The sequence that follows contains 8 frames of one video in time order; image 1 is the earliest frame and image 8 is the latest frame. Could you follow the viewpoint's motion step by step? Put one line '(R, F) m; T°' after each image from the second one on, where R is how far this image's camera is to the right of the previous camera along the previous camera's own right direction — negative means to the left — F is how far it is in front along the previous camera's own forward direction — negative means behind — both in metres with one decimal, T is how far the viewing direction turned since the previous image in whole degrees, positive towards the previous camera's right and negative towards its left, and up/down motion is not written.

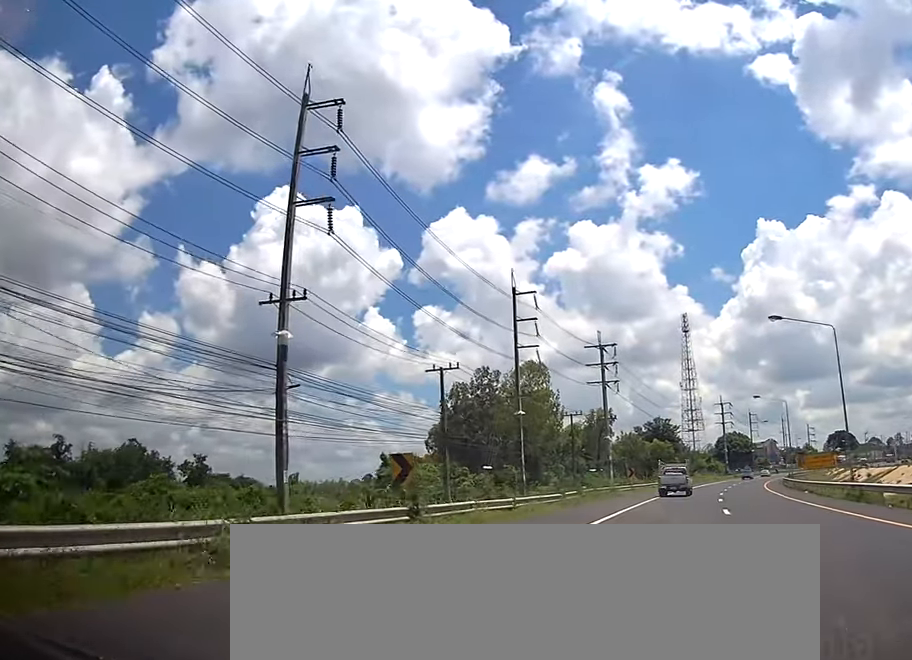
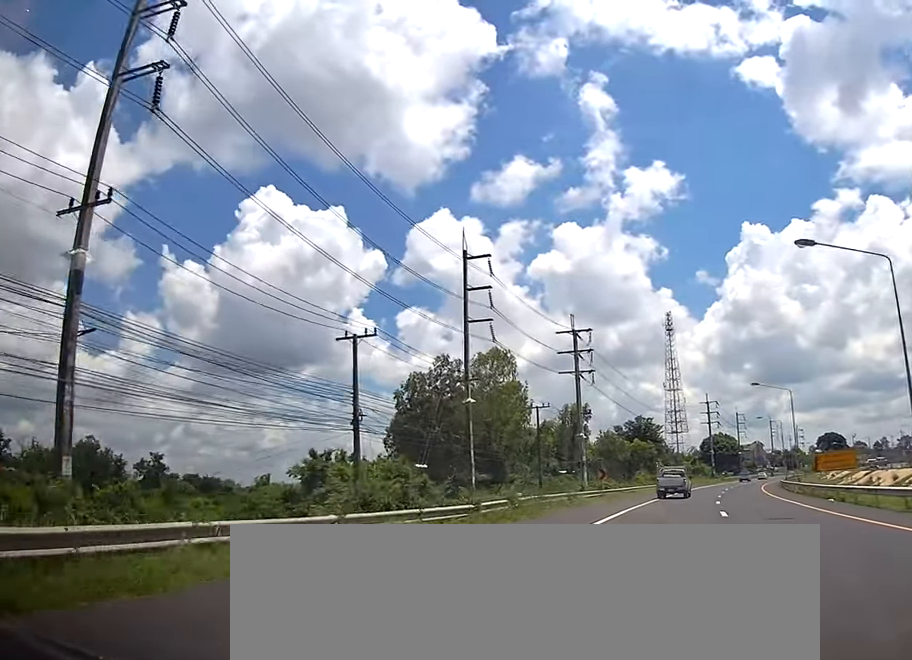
(0.0, +11.6) m; 0°
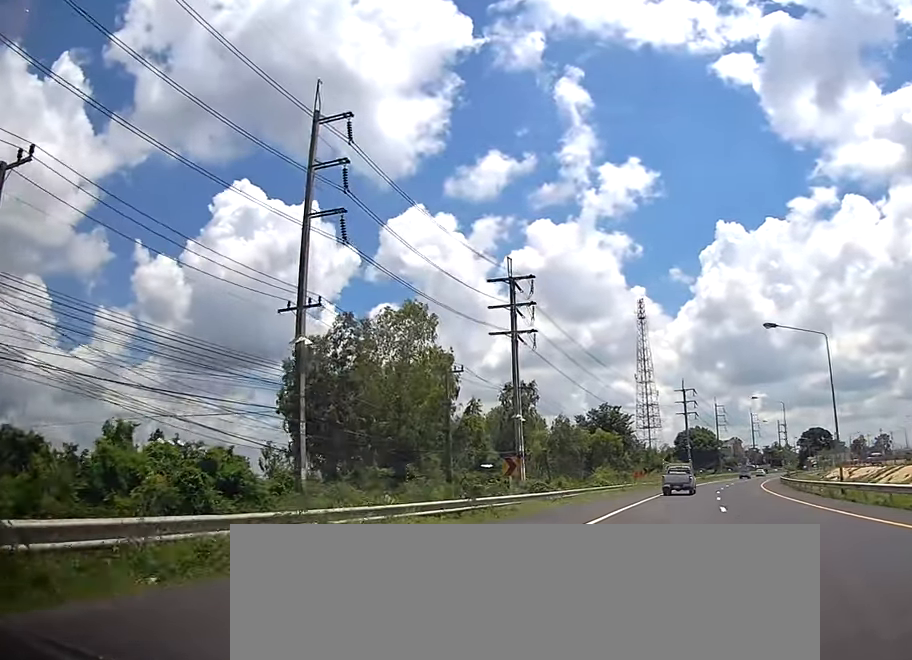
(-0.1, +22.2) m; +1°
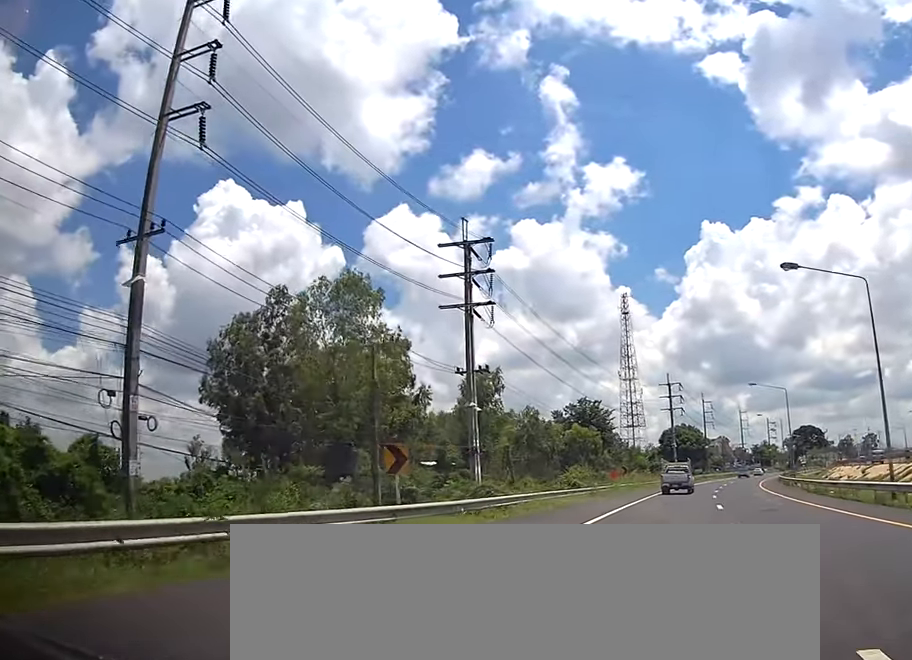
(-0.1, +10.4) m; +2°
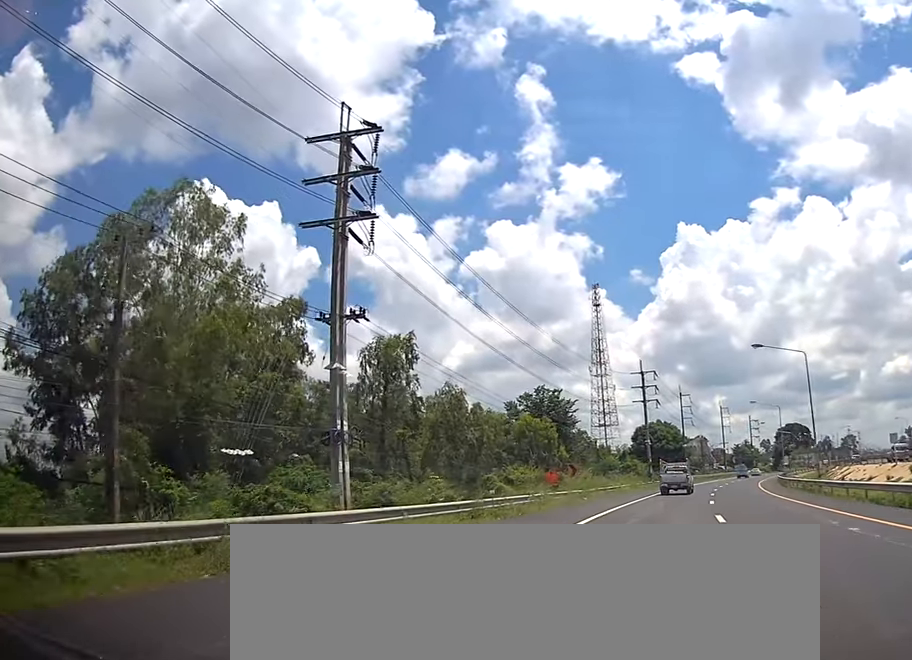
(+0.9, +19.0) m; 0°
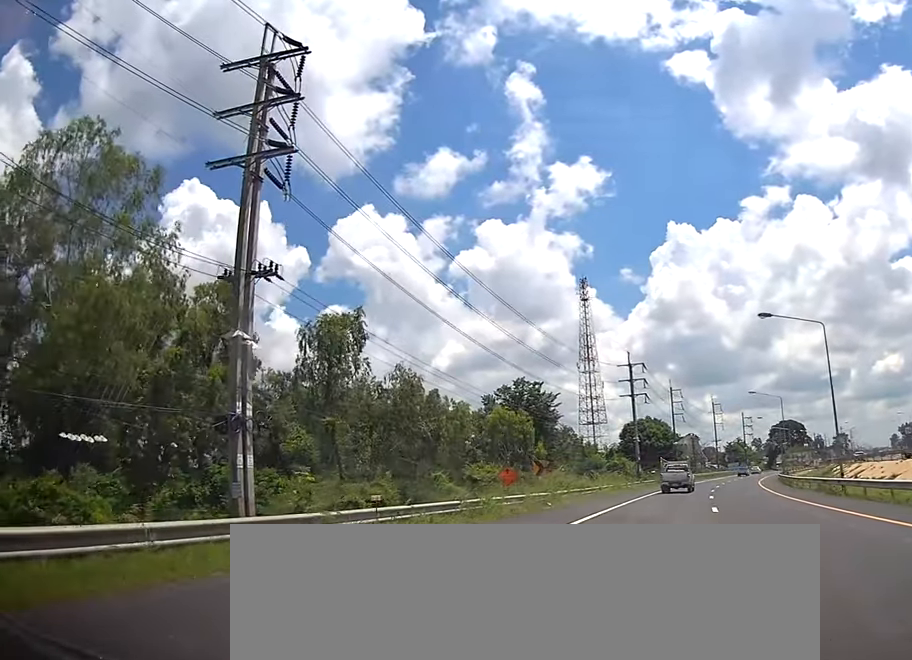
(-0.4, +8.0) m; +1°
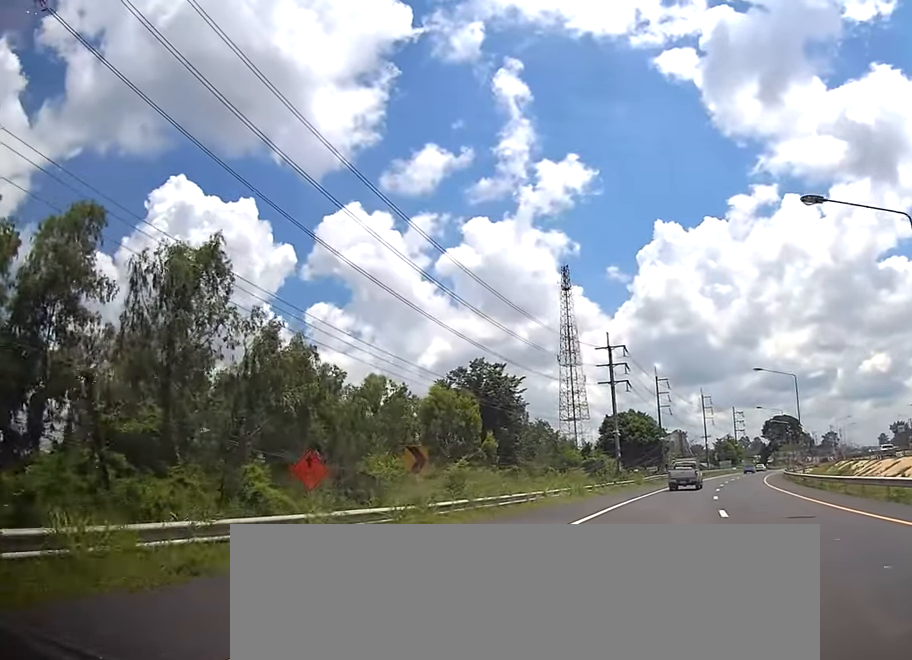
(+0.1, +15.4) m; +3°
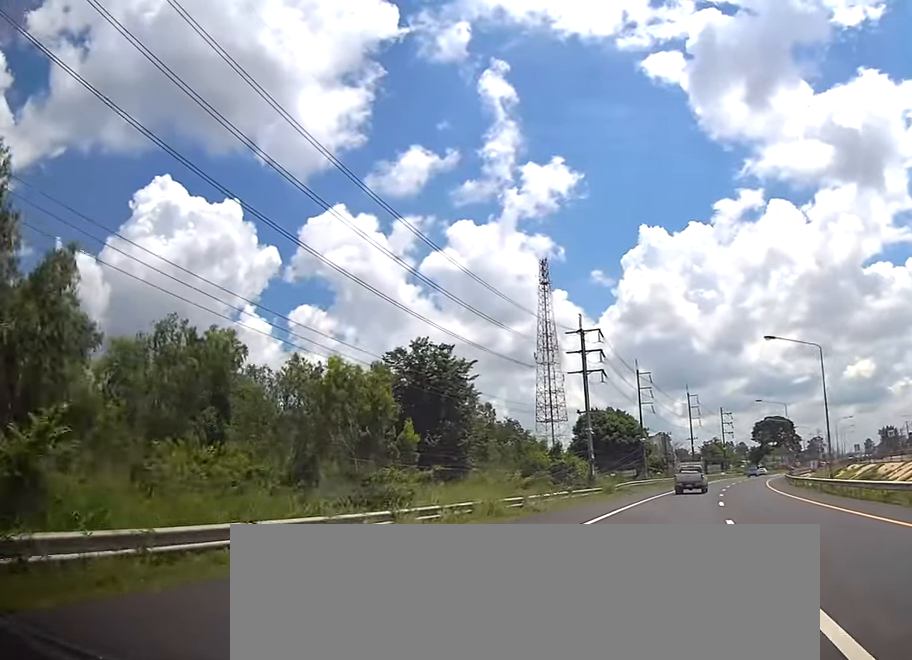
(+0.9, +15.0) m; +2°
